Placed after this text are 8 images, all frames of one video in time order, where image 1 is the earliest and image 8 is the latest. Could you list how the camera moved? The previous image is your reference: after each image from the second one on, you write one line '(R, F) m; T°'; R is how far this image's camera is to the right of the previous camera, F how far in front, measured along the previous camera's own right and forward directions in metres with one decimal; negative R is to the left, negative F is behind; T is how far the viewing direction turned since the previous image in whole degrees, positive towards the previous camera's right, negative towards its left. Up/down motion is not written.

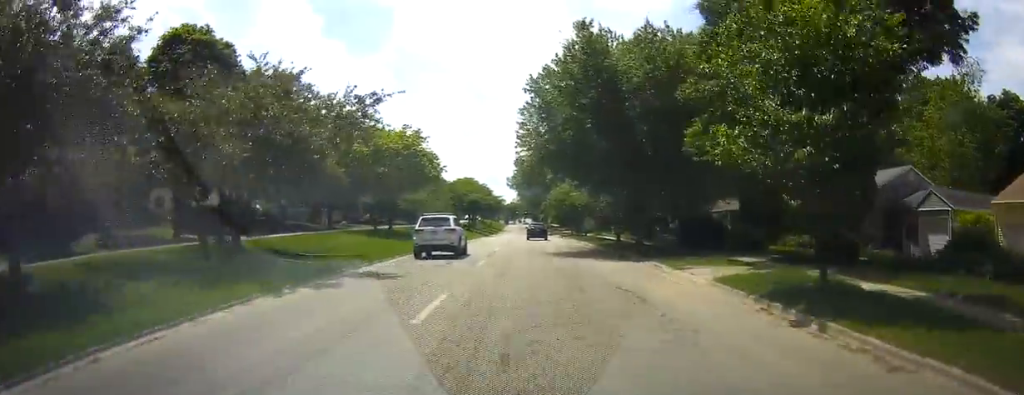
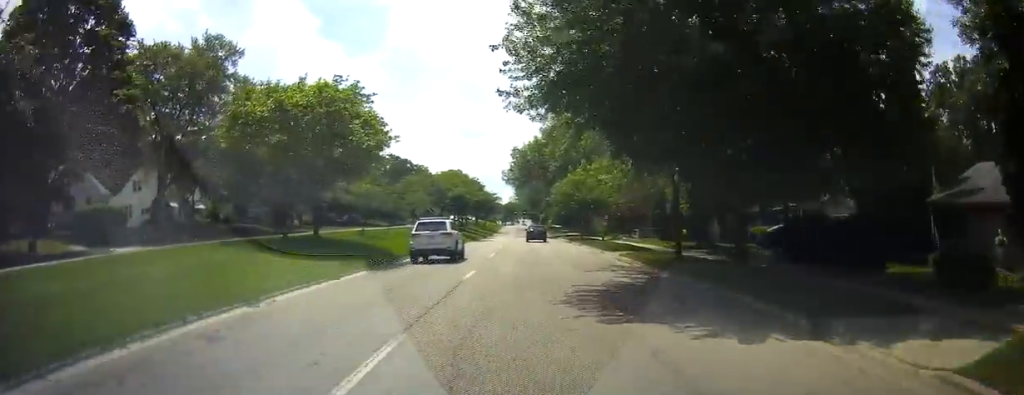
(0.0, +15.9) m; 0°
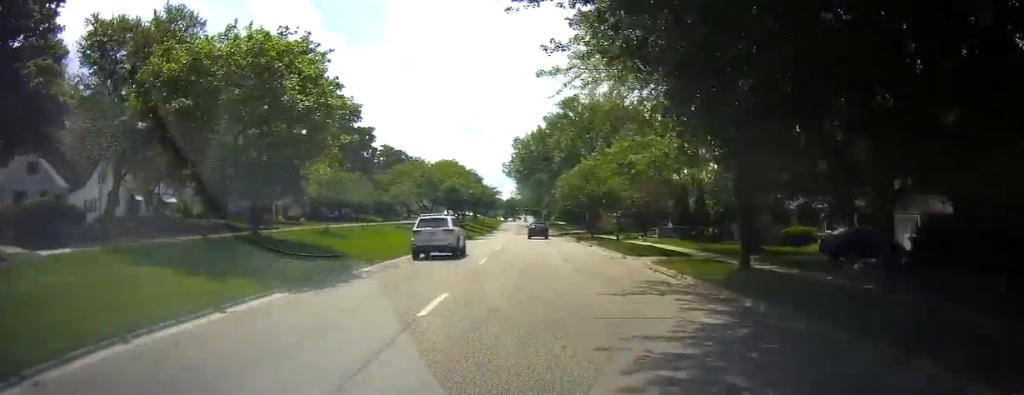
(0.0, +7.2) m; 0°
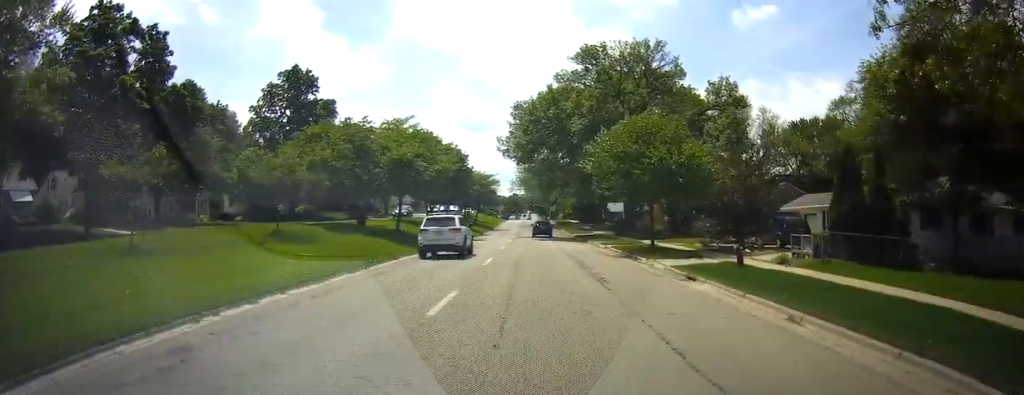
(0.0, +24.6) m; 0°
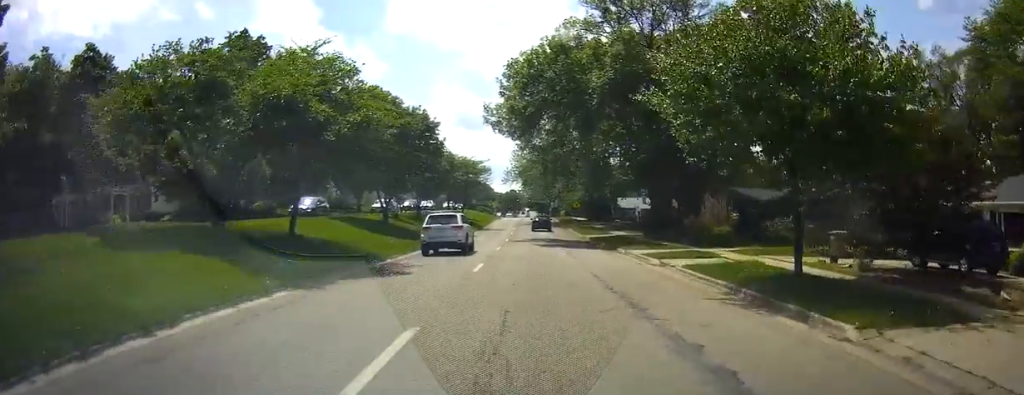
(0.0, +16.7) m; 0°
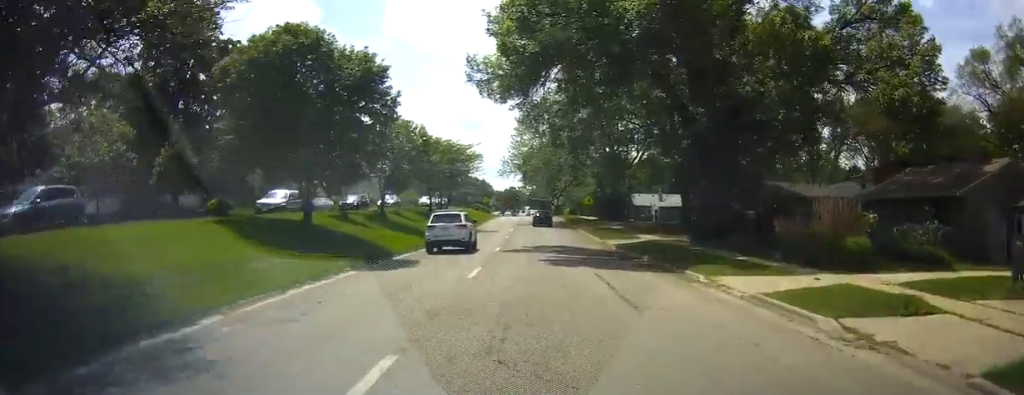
(0.0, +13.8) m; 0°
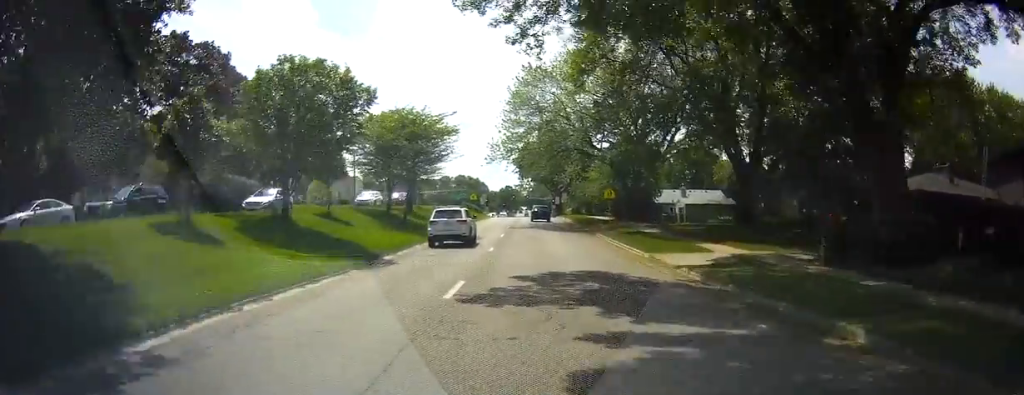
(0.0, +16.5) m; 0°
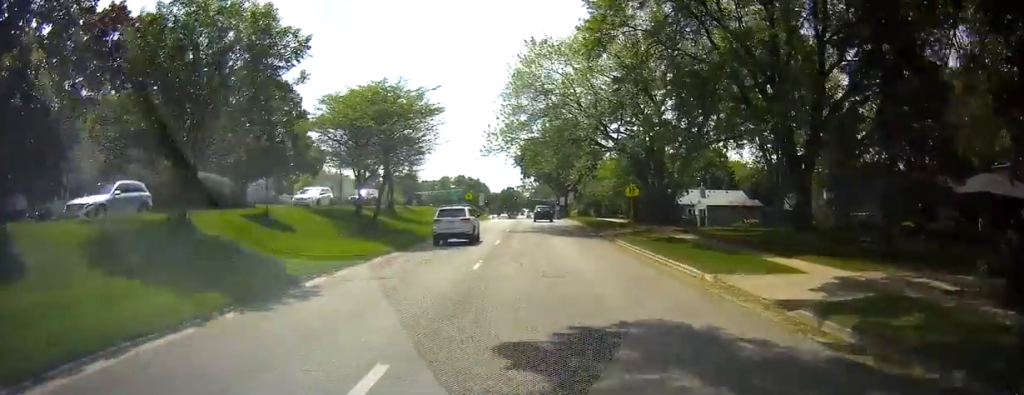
(0.0, +8.2) m; 0°
